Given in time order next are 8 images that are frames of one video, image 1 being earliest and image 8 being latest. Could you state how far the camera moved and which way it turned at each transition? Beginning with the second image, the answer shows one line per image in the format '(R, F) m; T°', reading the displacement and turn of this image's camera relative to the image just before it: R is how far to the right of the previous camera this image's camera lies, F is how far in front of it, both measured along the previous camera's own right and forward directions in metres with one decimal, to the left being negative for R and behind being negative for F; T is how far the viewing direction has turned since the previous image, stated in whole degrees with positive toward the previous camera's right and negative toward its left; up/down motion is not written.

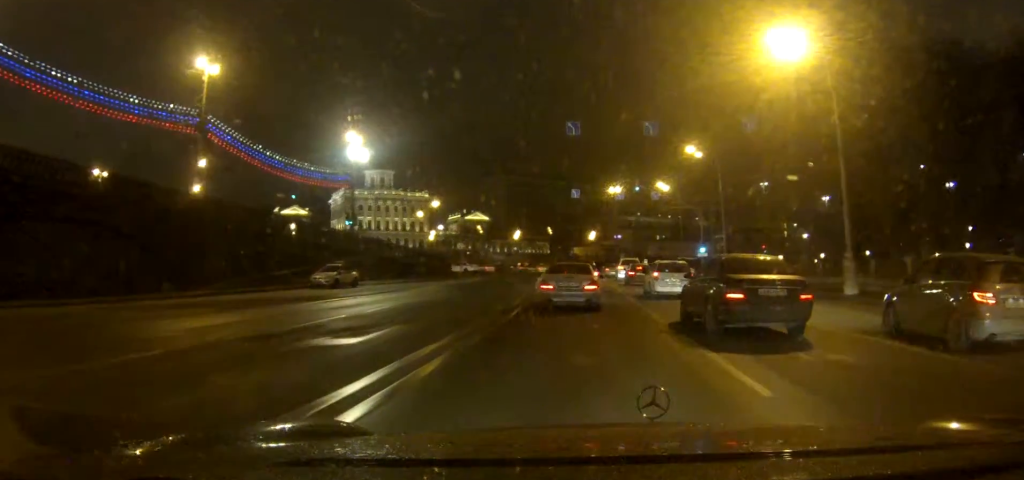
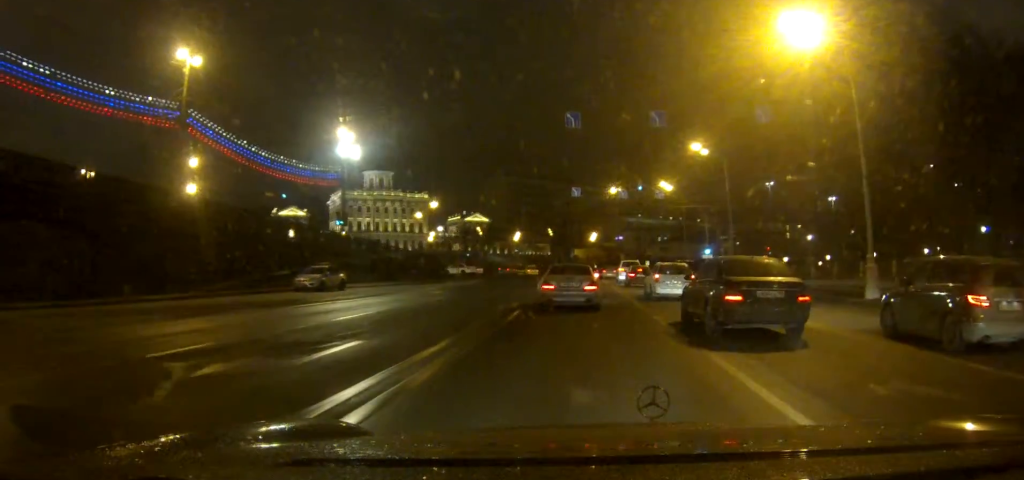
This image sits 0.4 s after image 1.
(0.0, +2.5) m; 0°
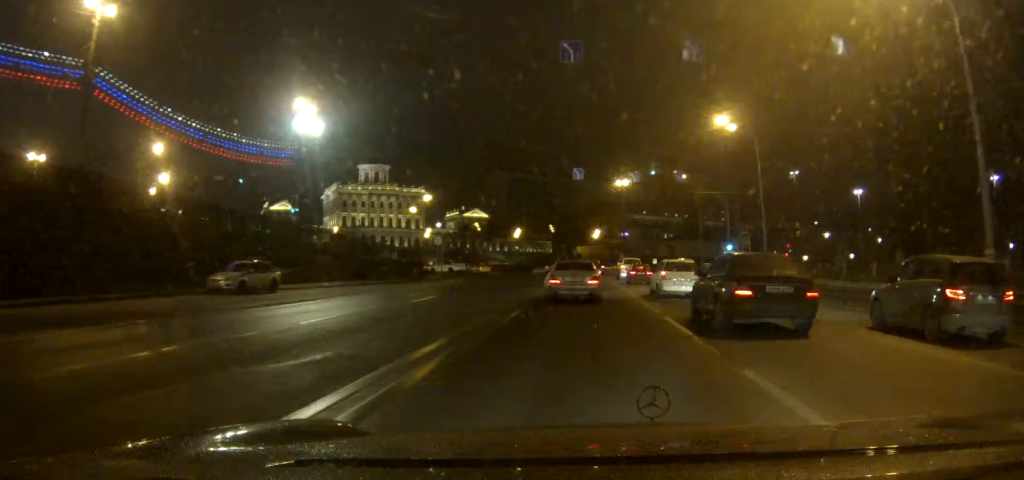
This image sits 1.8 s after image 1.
(0.0, +10.3) m; 0°
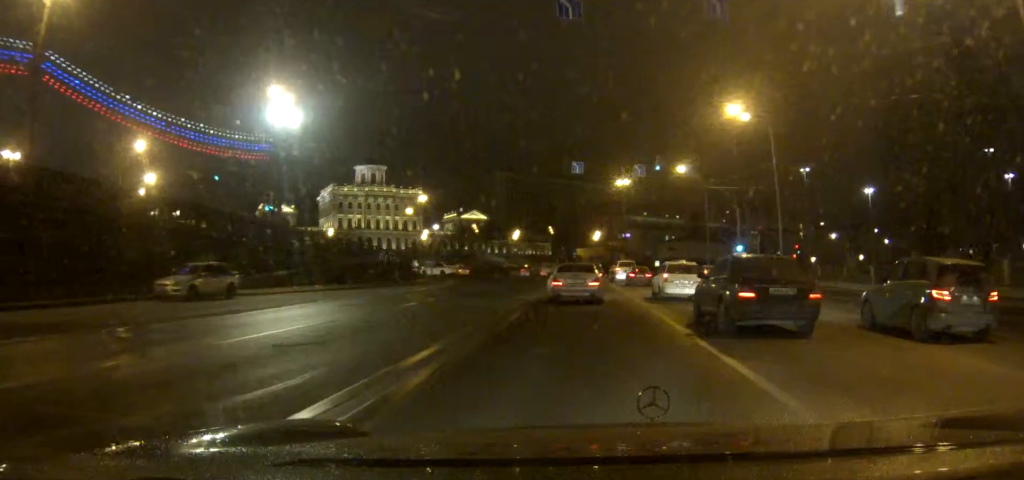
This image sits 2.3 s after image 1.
(0.0, +4.3) m; 0°
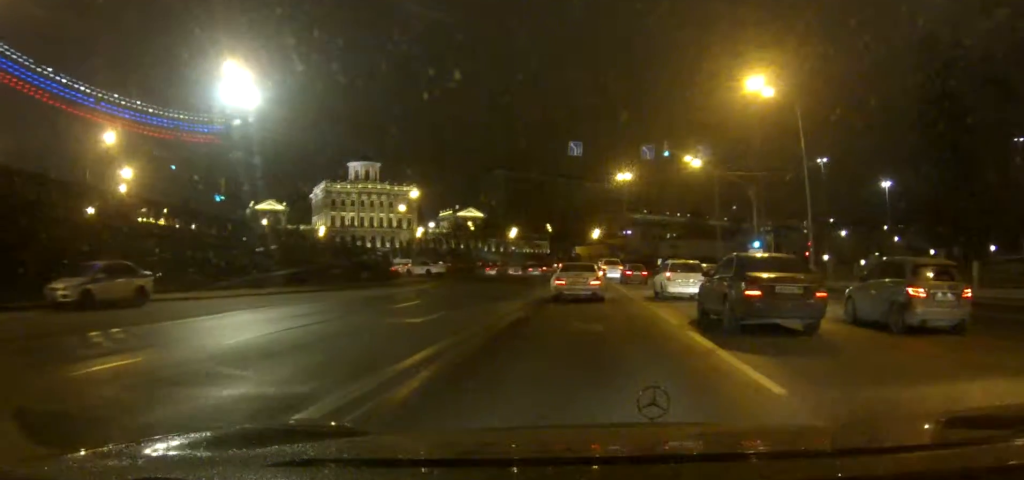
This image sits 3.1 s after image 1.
(0.0, +6.6) m; 0°
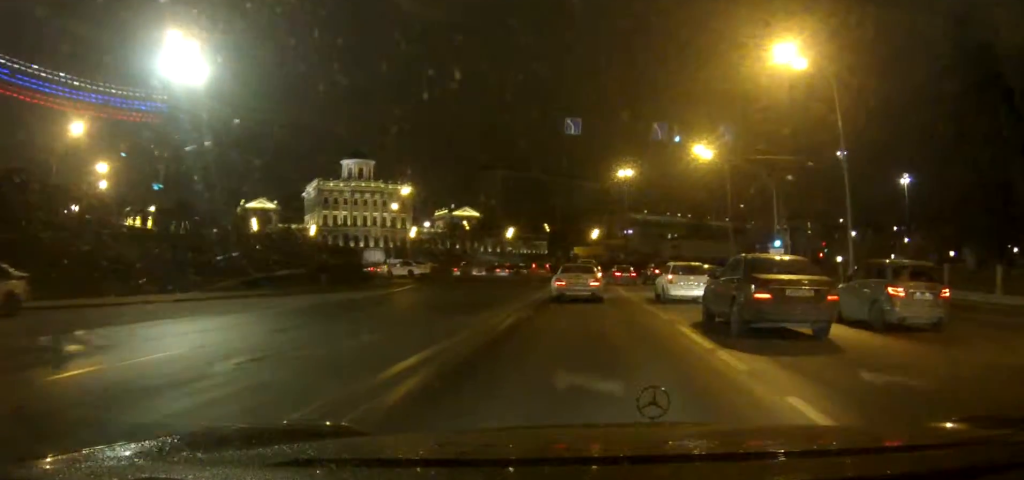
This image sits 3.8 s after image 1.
(0.0, +6.4) m; 0°
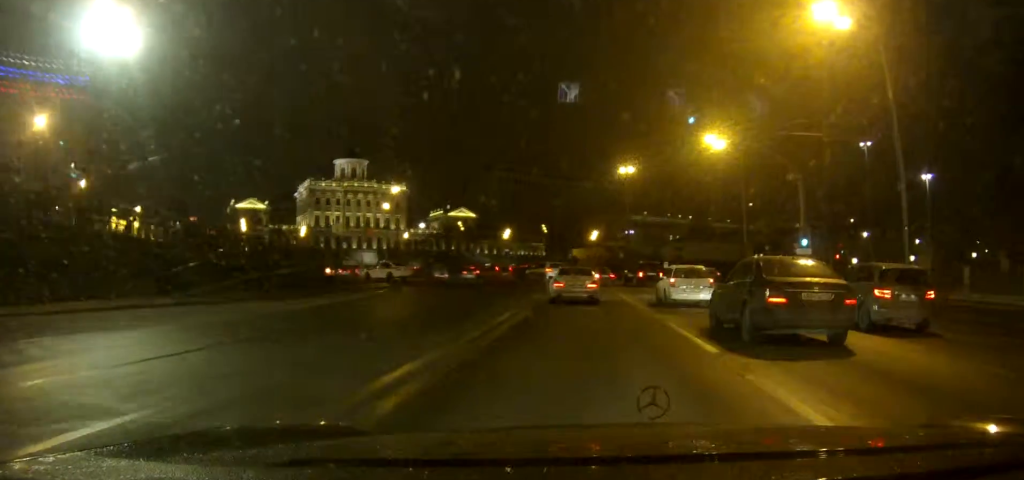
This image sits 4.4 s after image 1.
(0.0, +6.3) m; 0°
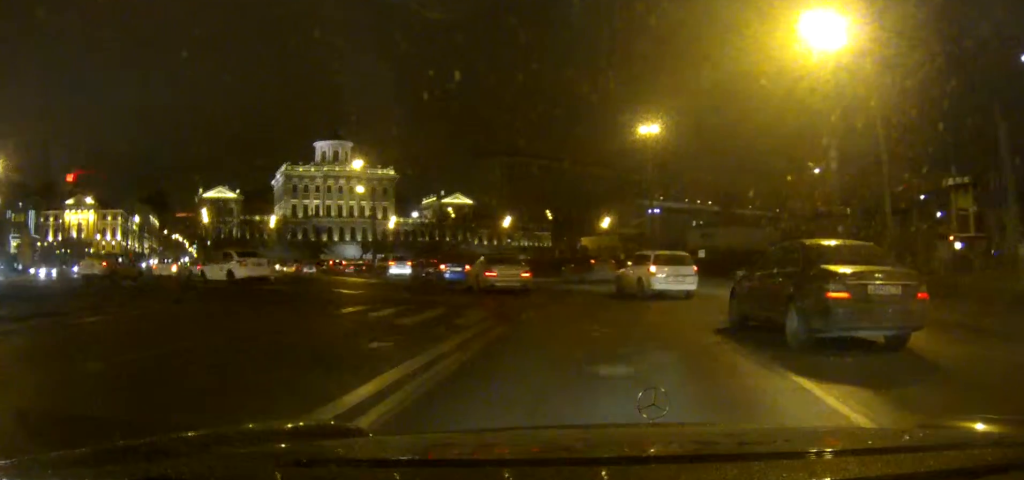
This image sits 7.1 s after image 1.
(0.0, +27.1) m; -1°
